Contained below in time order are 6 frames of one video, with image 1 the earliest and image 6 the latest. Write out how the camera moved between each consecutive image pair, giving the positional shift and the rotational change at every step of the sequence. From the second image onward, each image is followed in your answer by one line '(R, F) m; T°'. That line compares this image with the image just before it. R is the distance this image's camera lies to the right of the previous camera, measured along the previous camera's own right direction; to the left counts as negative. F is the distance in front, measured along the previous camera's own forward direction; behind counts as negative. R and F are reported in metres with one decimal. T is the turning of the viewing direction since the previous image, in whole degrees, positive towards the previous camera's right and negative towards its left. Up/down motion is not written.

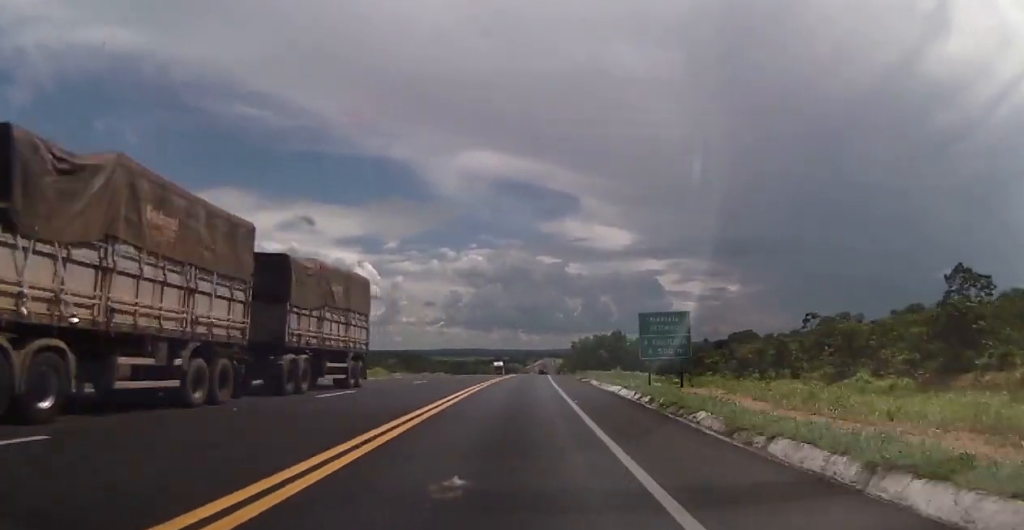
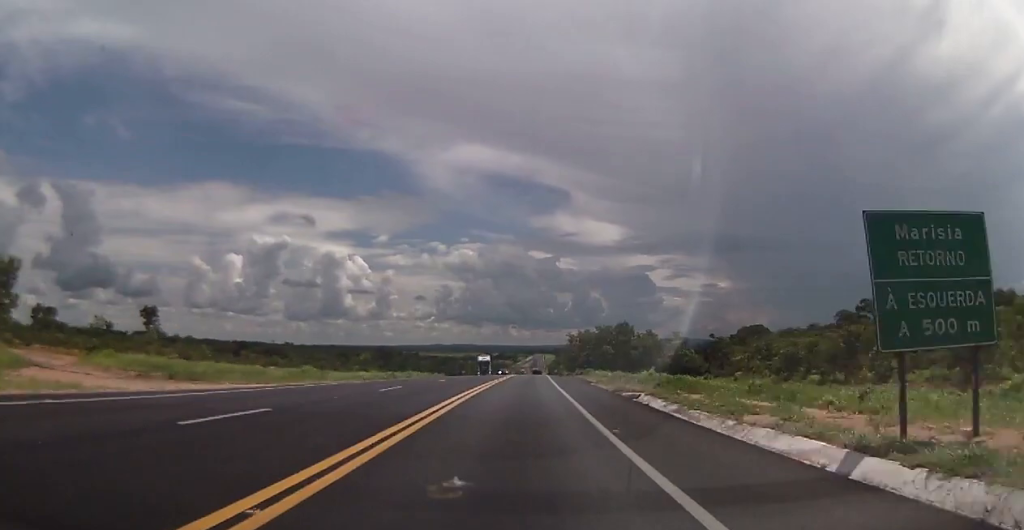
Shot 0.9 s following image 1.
(+0.3, +23.7) m; 0°
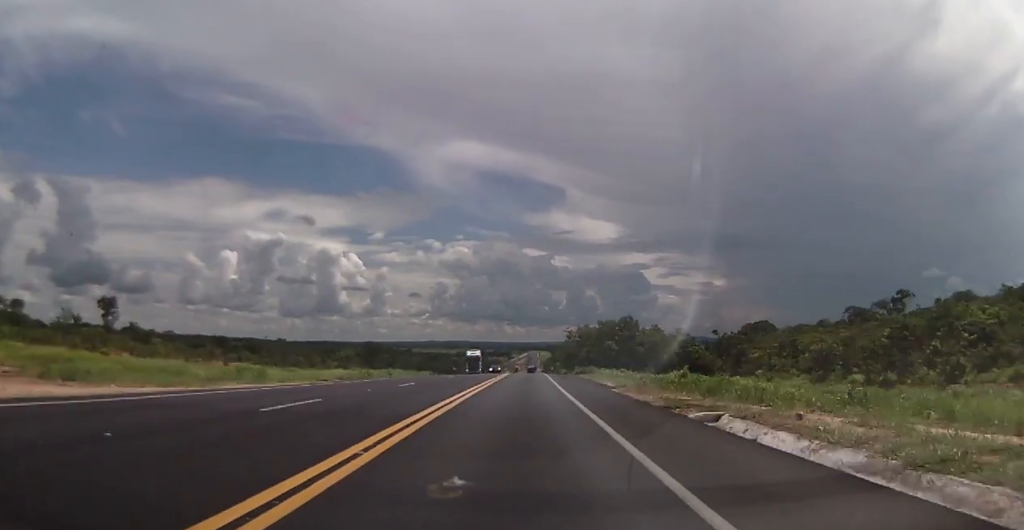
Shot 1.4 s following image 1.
(-0.1, +12.0) m; 0°
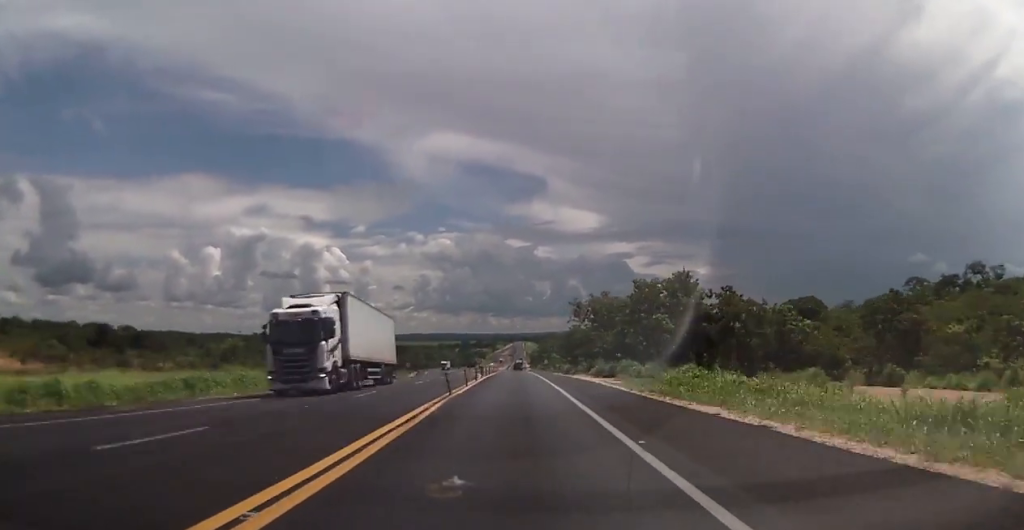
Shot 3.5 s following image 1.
(+0.7, +54.7) m; +3°
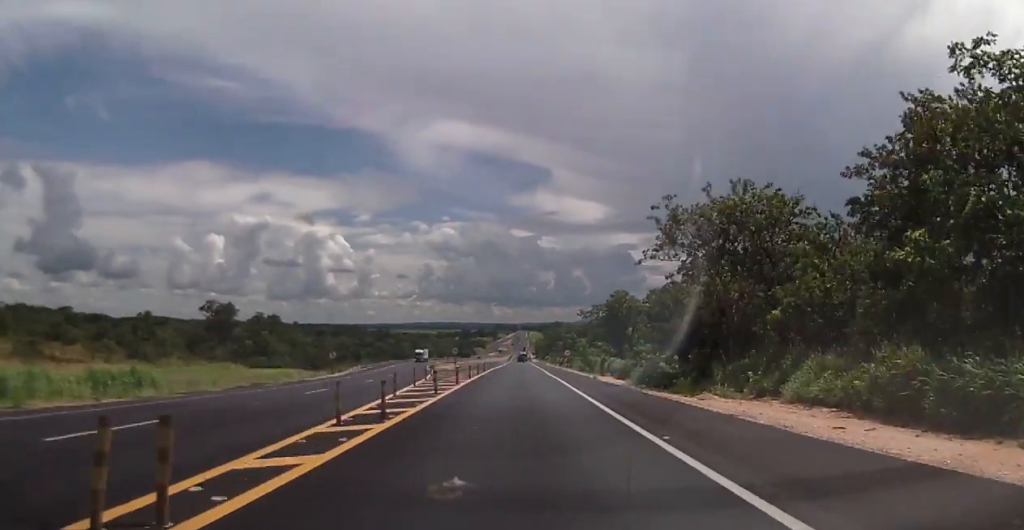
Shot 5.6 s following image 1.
(+0.1, +55.2) m; +1°
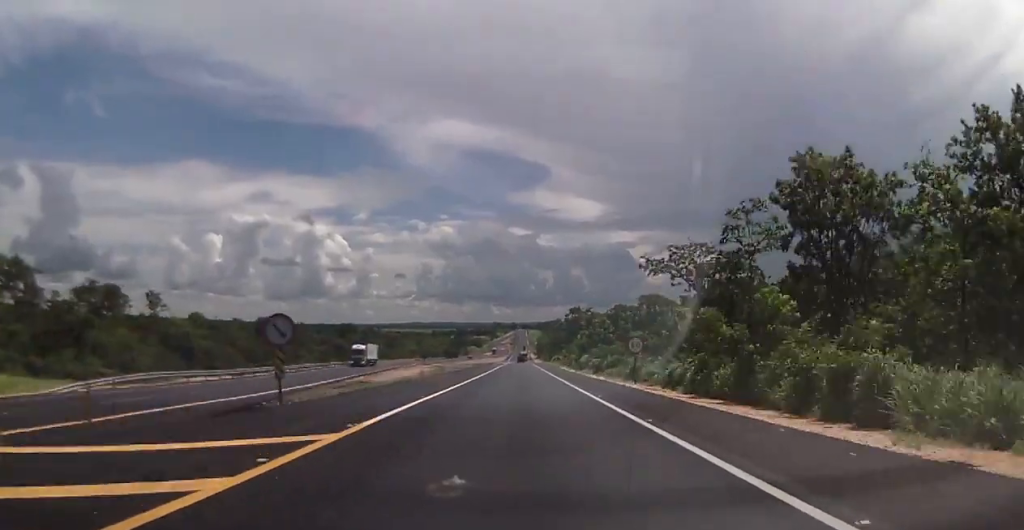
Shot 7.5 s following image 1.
(+0.1, +54.0) m; -1°
